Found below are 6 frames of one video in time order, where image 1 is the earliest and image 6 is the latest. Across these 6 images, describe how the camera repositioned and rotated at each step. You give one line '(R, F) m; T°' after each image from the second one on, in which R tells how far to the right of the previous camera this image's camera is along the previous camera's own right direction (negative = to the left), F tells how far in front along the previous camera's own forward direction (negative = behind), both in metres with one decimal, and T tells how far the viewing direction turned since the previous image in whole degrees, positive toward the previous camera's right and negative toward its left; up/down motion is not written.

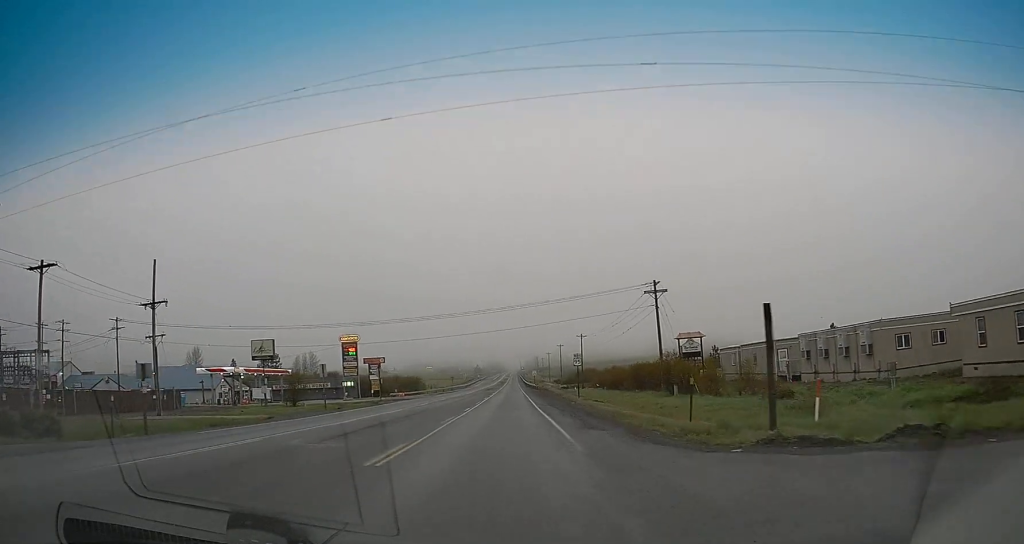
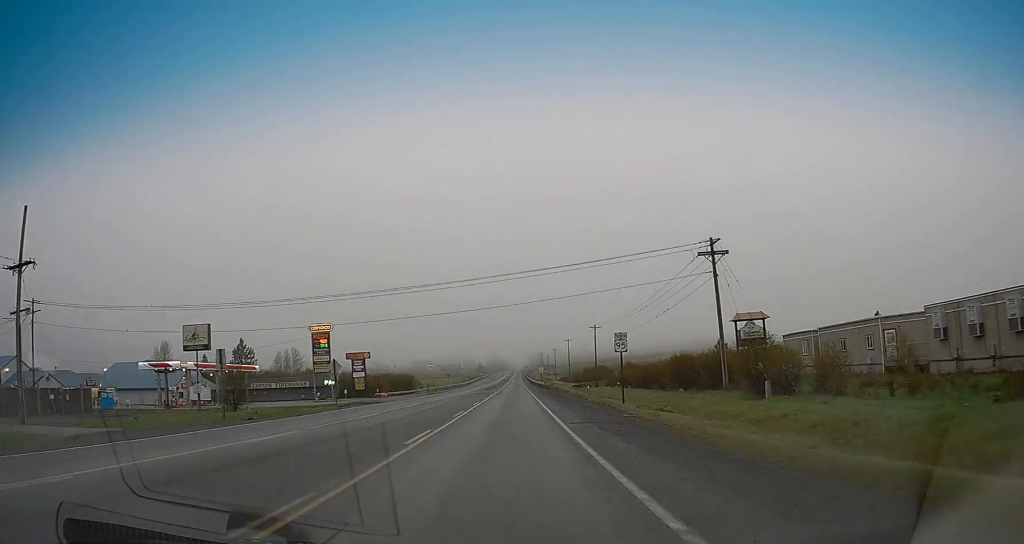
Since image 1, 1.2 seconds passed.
(+0.6, +18.3) m; +2°
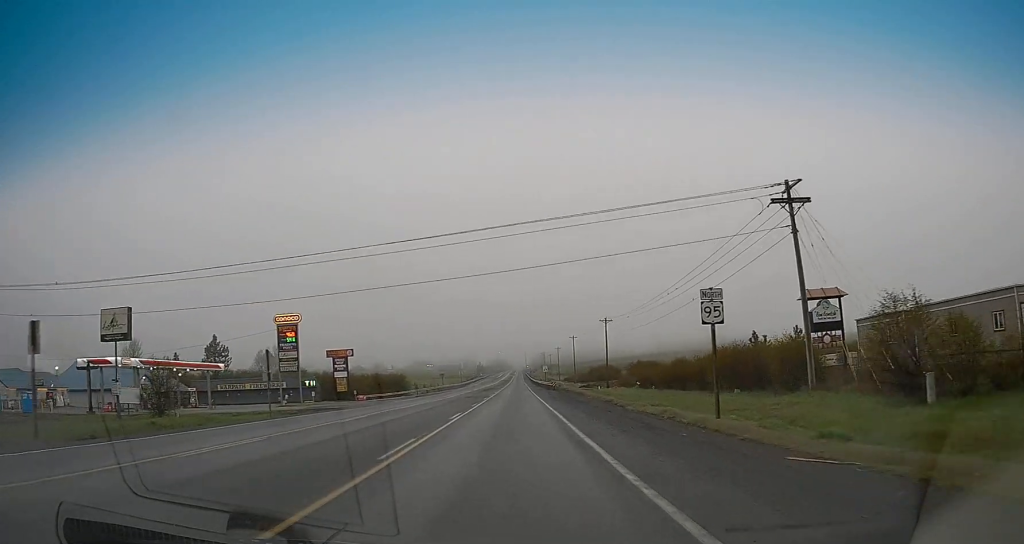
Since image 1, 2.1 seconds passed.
(-0.1, +14.2) m; -1°
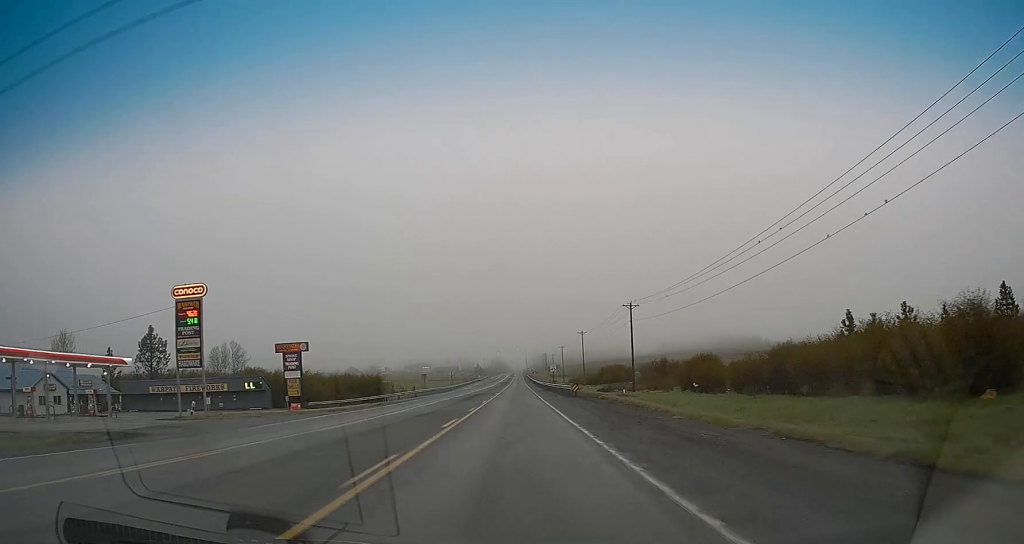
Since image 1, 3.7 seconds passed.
(-0.5, +25.1) m; -1°
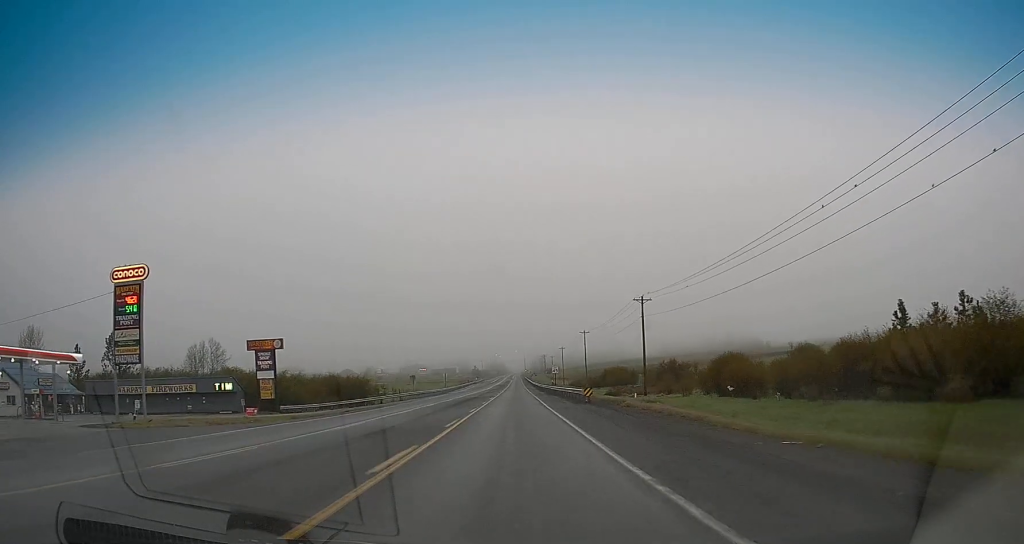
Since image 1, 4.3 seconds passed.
(0.0, +9.3) m; 0°
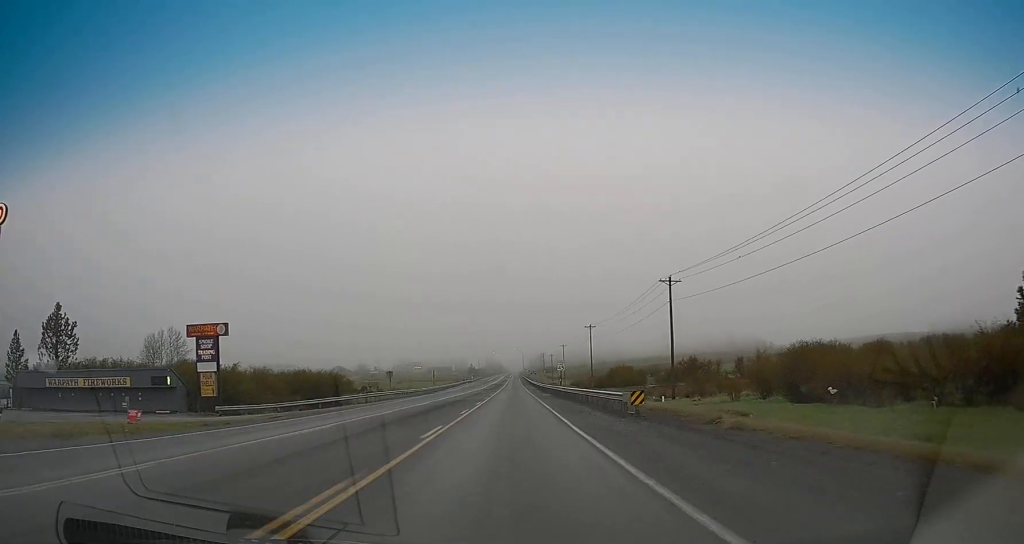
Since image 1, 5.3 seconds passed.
(0.0, +15.5) m; 0°
